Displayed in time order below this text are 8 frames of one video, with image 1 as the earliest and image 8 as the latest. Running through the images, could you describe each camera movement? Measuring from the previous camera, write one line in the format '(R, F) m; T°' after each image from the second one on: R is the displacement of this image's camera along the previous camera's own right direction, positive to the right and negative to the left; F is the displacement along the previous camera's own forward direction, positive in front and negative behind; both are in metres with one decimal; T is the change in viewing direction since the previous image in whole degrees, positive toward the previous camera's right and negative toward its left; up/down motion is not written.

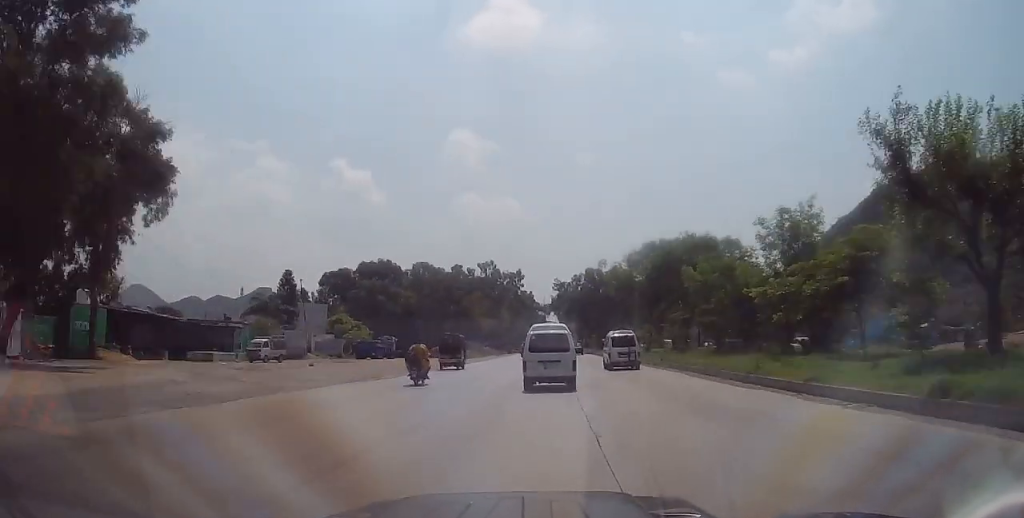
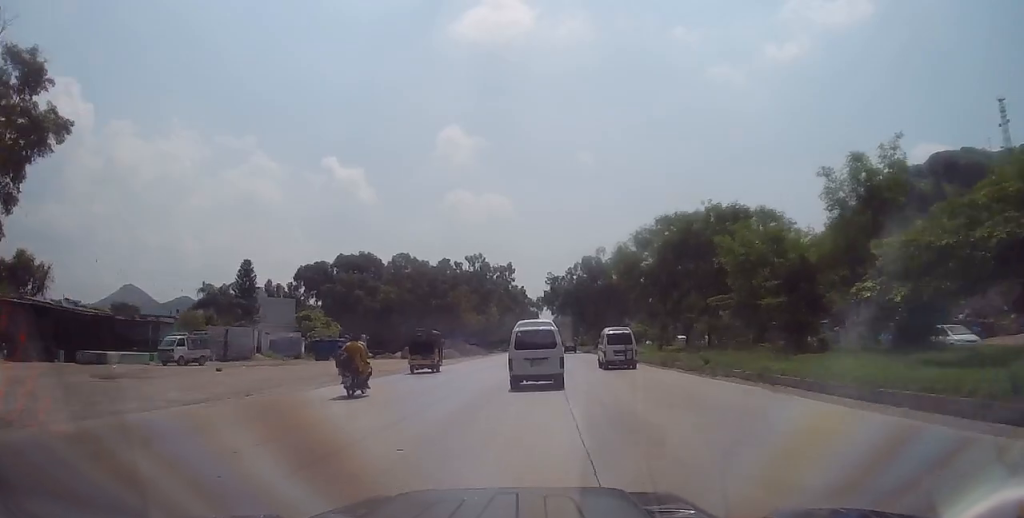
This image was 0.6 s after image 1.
(-0.4, +10.1) m; 0°
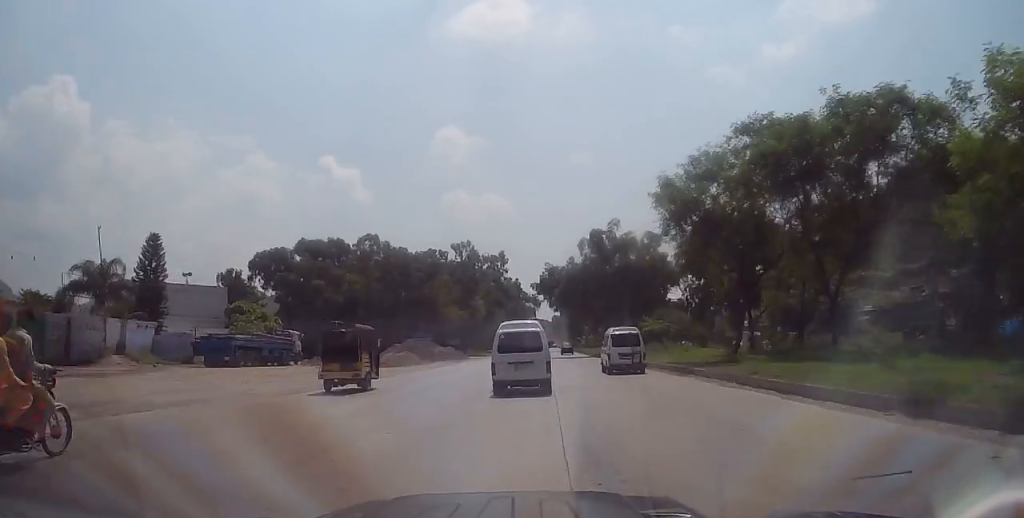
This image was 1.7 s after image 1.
(+0.6, +19.3) m; 0°
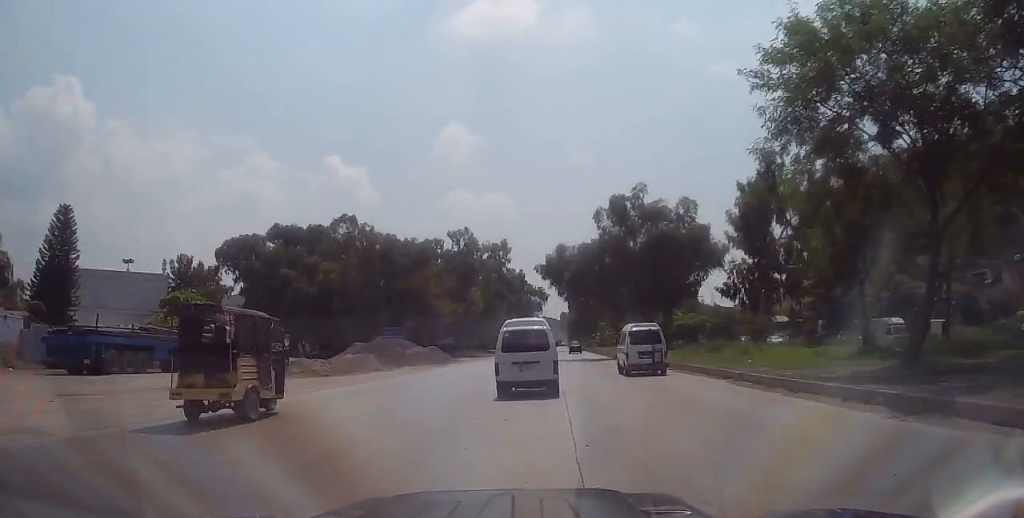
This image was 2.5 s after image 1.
(-0.5, +13.8) m; -1°
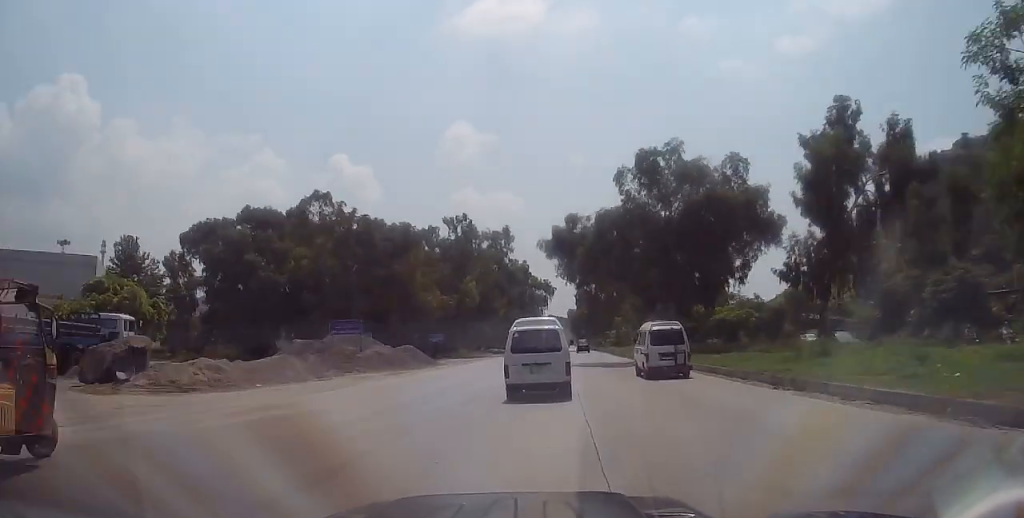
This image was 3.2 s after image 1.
(+0.1, +11.4) m; +1°
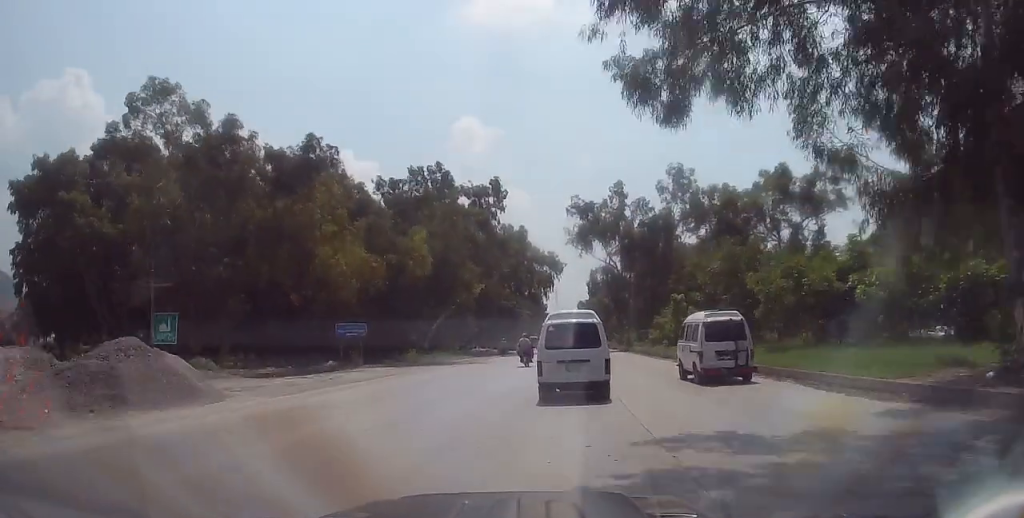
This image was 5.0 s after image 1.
(+0.4, +29.8) m; 0°
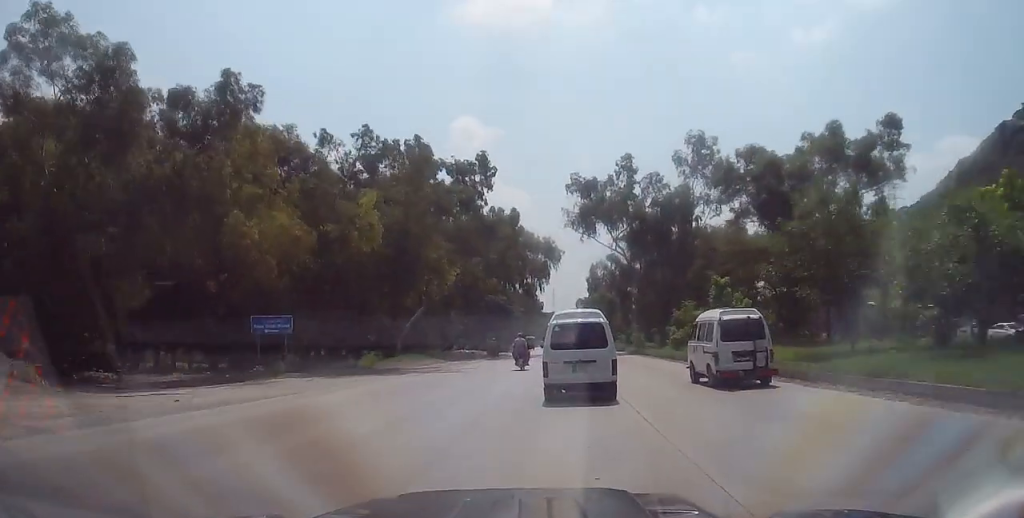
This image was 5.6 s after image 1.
(-0.1, +10.5) m; 0°
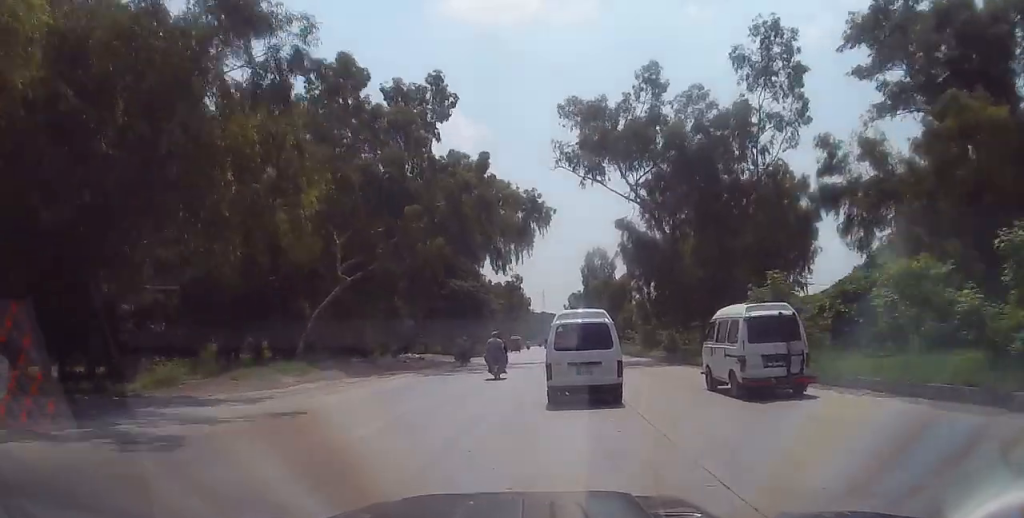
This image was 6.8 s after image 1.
(0.0, +20.1) m; 0°
